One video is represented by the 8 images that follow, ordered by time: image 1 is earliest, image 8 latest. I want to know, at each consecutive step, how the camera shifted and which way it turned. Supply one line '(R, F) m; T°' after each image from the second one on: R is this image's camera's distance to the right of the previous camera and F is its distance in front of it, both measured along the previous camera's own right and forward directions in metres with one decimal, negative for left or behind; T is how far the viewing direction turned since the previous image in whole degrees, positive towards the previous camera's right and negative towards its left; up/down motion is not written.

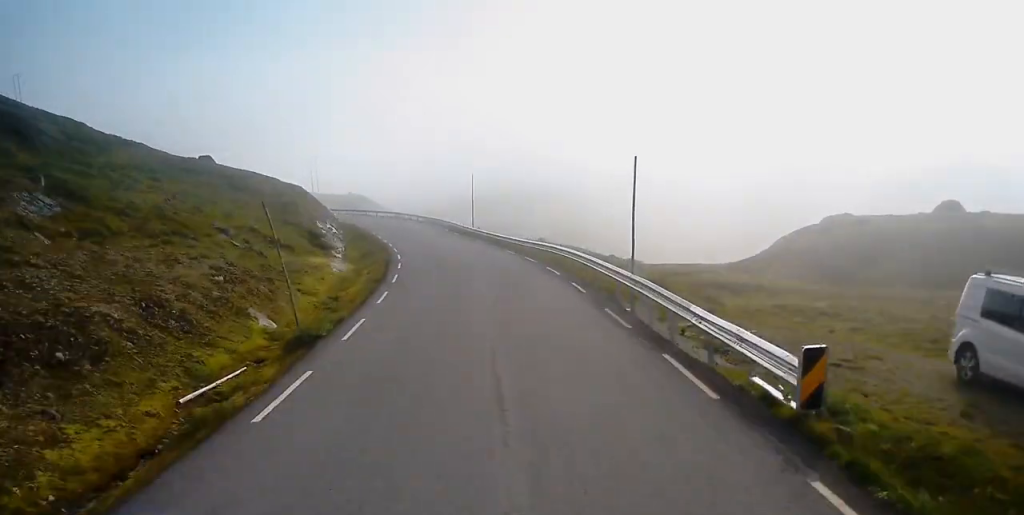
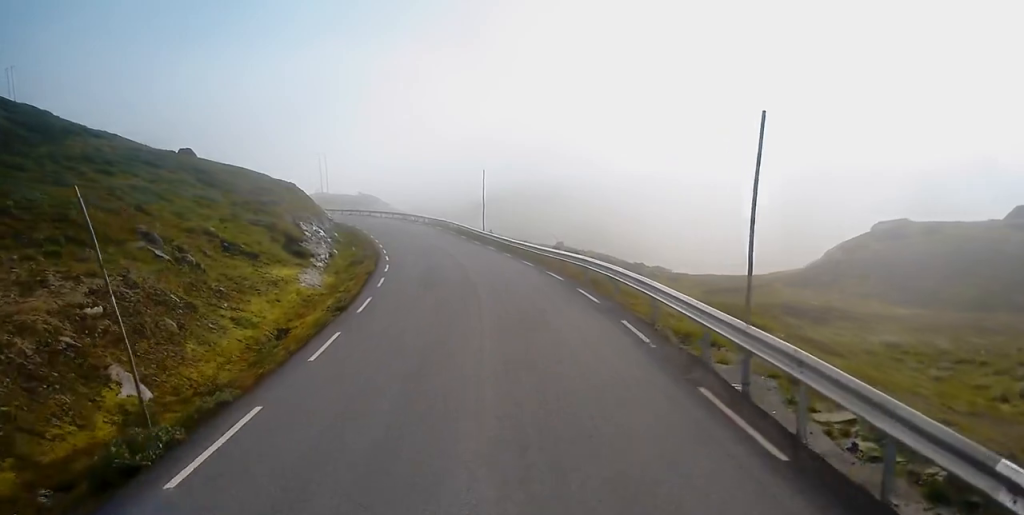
(-0.2, +8.3) m; -2°
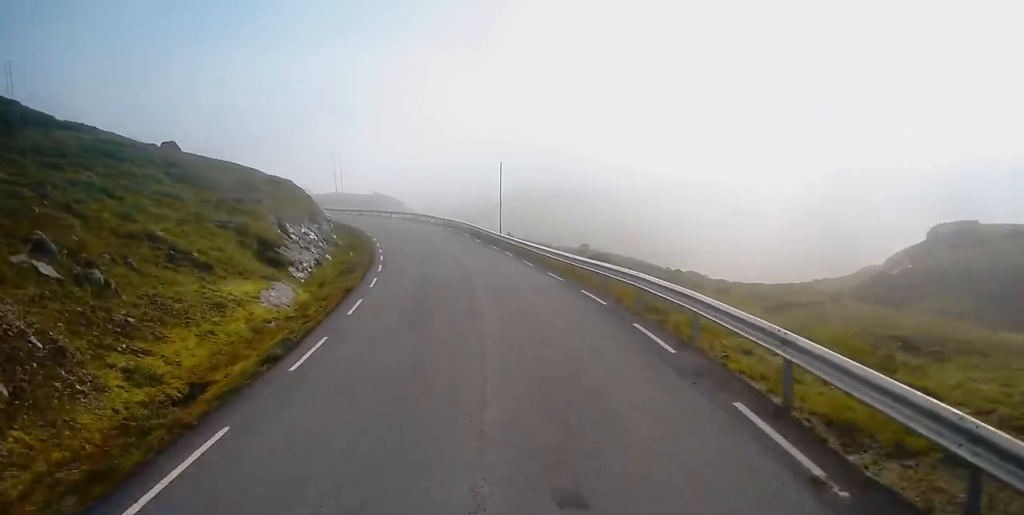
(-0.2, +7.1) m; -2°
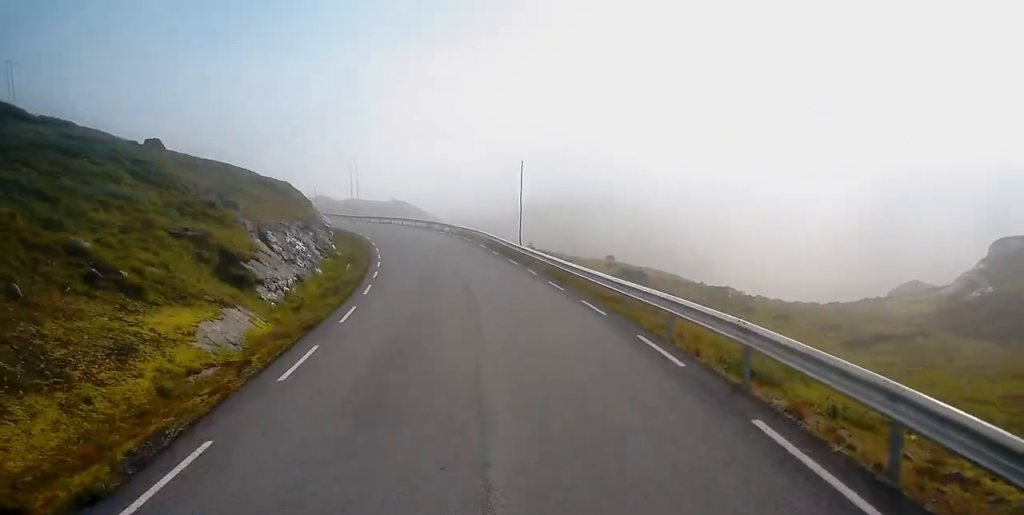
(0.0, +6.5) m; 0°
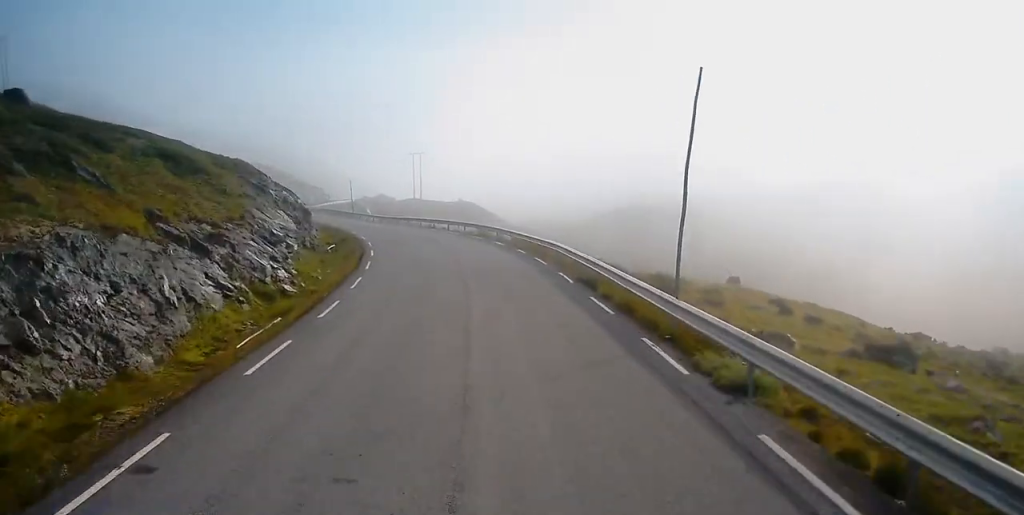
(-0.9, +24.1) m; -5°
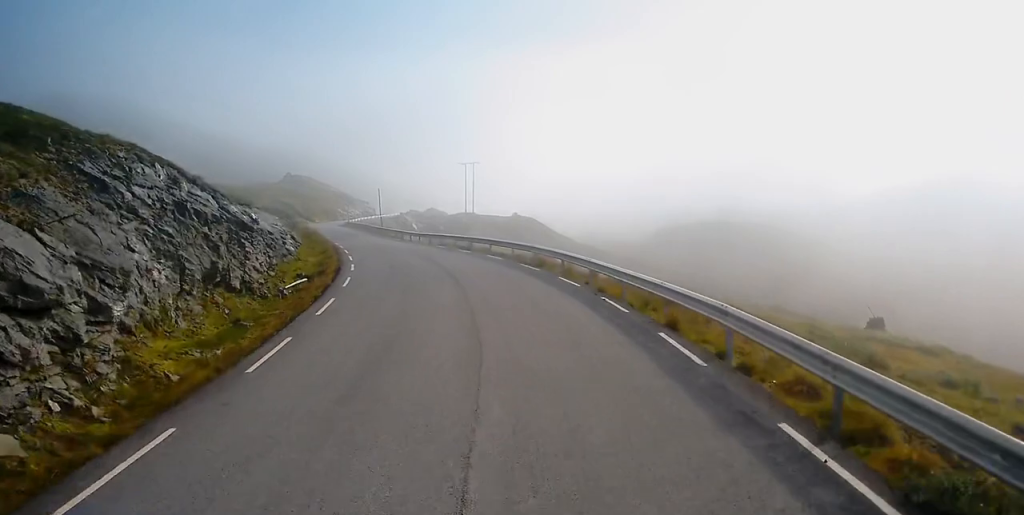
(-0.6, +17.5) m; -3°
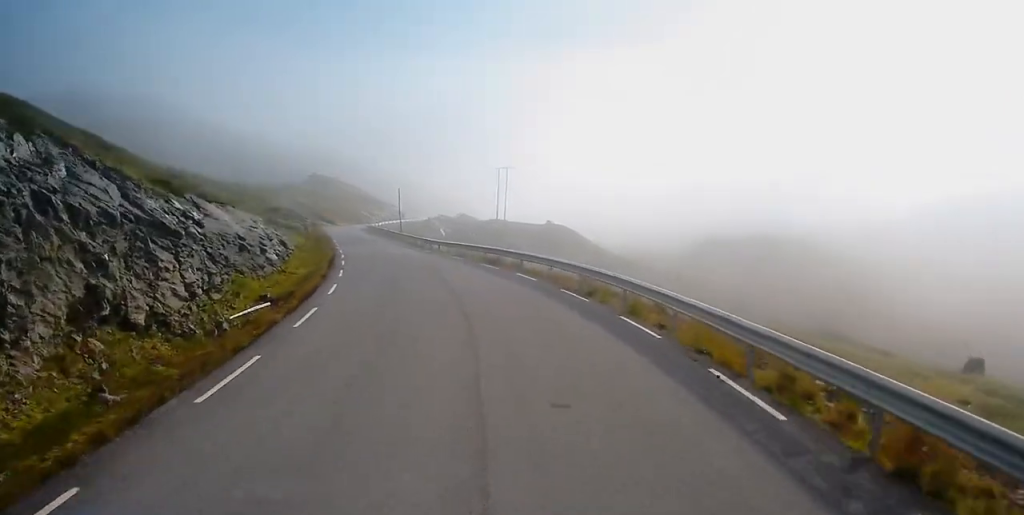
(-0.2, +8.3) m; -1°
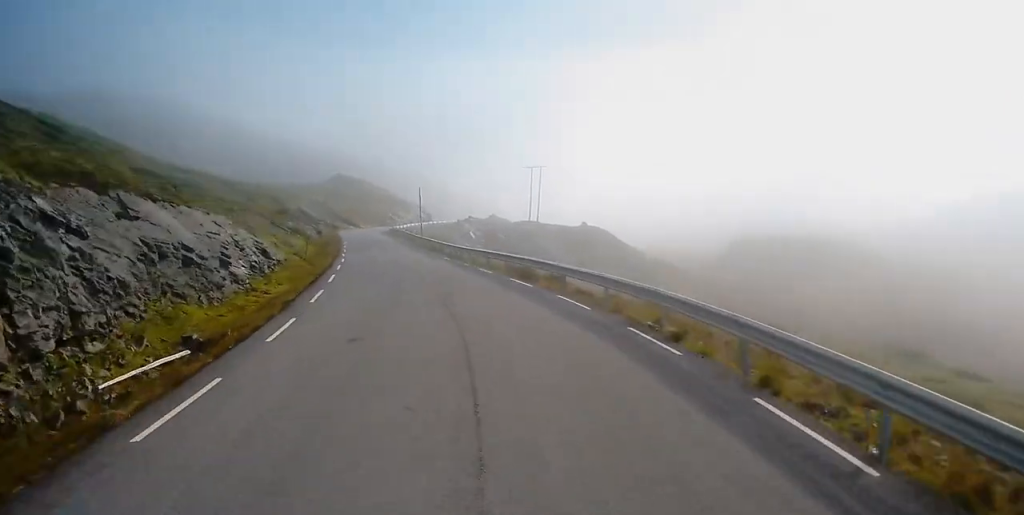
(+0.5, +7.8) m; -2°
